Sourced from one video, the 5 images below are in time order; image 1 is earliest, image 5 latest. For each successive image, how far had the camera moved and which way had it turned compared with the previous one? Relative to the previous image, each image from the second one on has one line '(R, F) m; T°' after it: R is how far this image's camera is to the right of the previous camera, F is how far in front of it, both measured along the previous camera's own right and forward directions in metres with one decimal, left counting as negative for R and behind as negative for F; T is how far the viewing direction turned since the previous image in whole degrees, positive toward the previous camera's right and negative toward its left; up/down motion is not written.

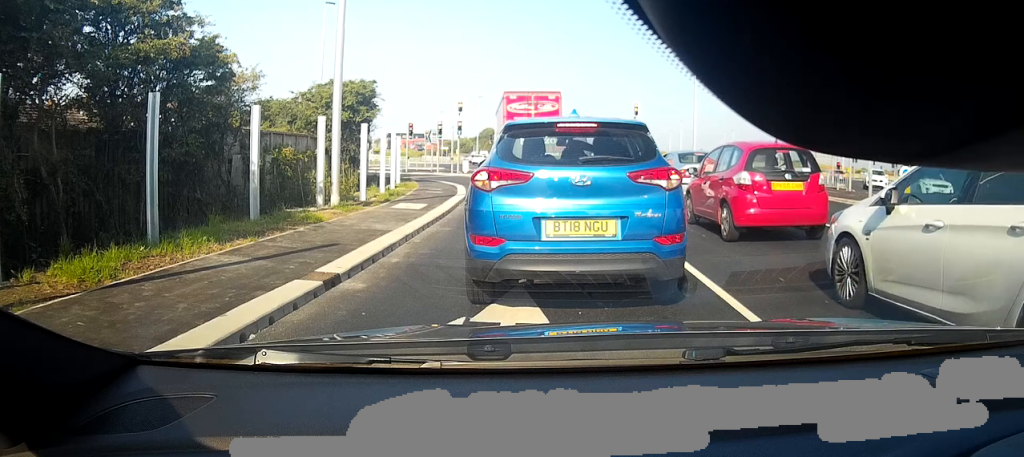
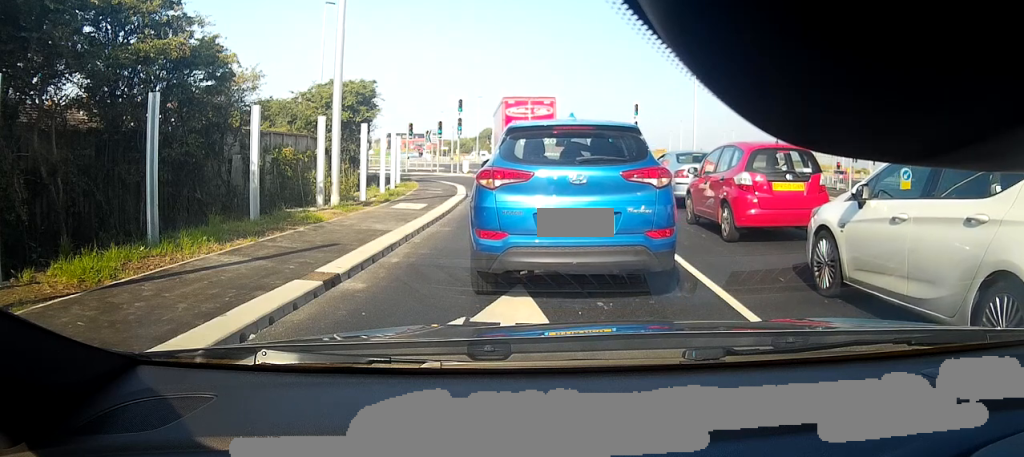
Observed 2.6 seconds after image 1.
(0.0, 0.0) m; 0°
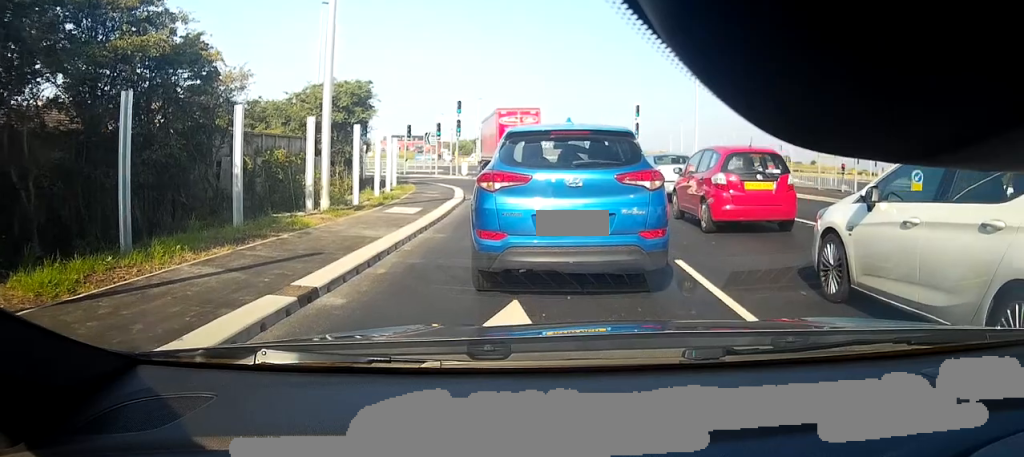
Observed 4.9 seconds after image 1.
(0.0, -0.1) m; 0°
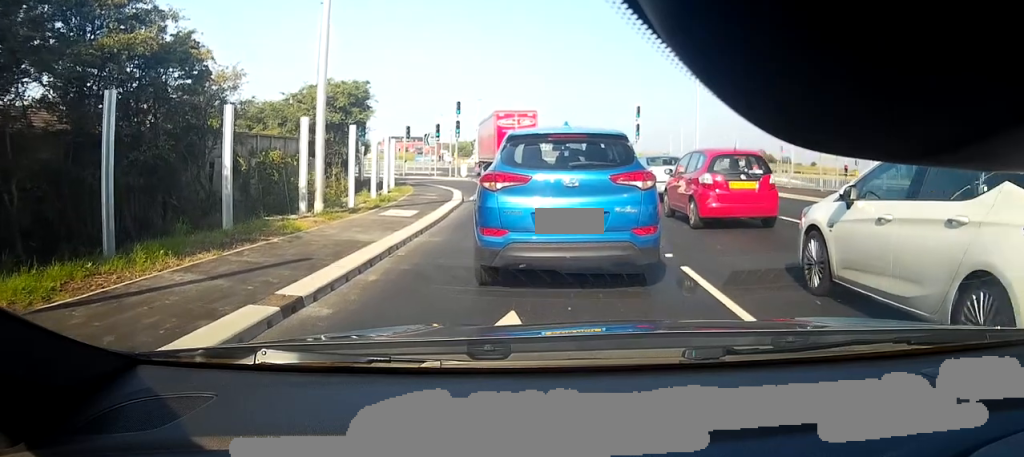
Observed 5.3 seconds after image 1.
(0.0, +0.8) m; 0°
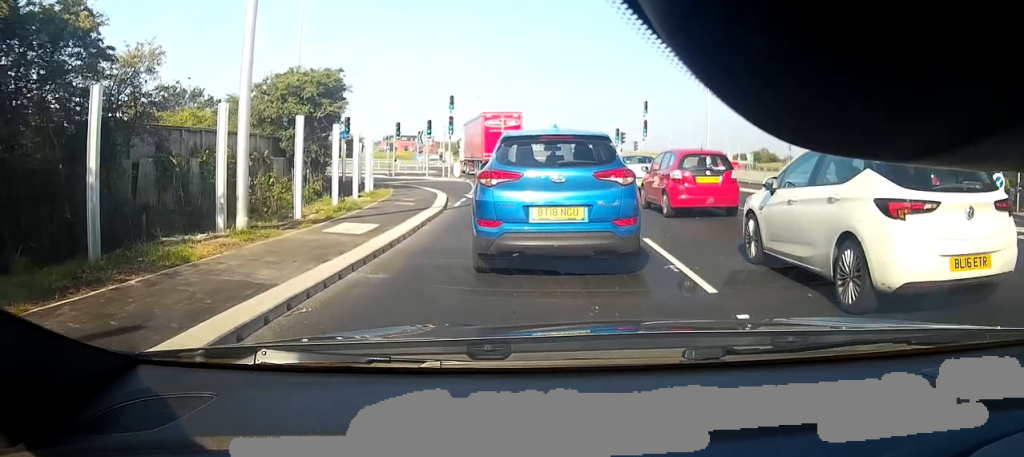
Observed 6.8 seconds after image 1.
(0.0, +3.5) m; 0°
